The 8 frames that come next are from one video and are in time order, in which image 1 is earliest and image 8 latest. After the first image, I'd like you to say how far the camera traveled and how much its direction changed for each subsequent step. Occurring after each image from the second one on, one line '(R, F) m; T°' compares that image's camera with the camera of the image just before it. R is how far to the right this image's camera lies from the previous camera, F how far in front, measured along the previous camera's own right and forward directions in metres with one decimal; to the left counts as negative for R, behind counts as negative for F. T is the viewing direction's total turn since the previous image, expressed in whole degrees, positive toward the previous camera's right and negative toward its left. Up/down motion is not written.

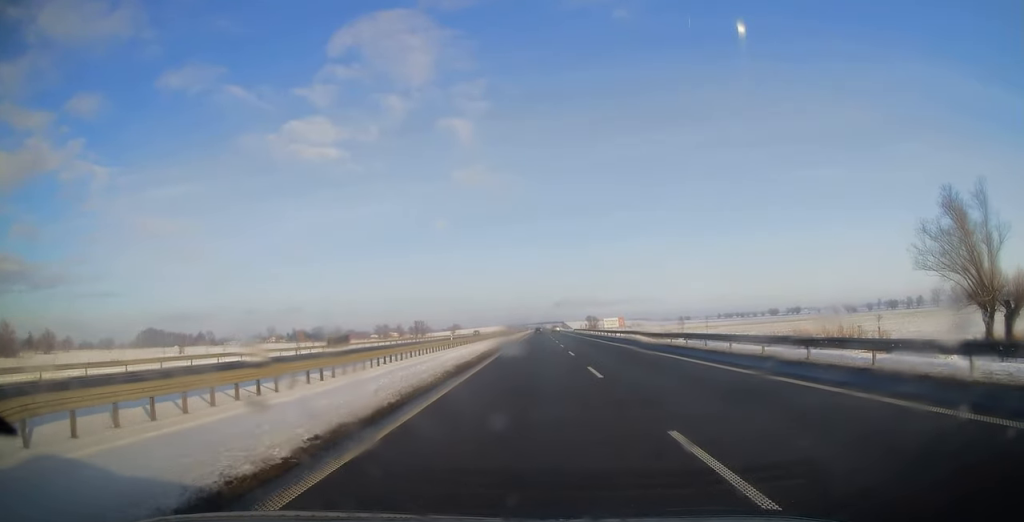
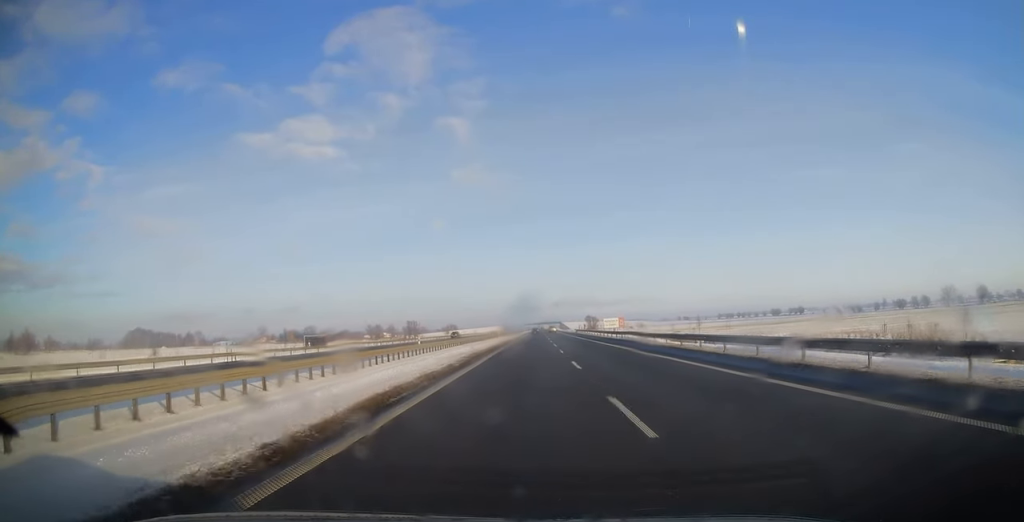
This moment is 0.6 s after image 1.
(-0.3, +20.3) m; +1°
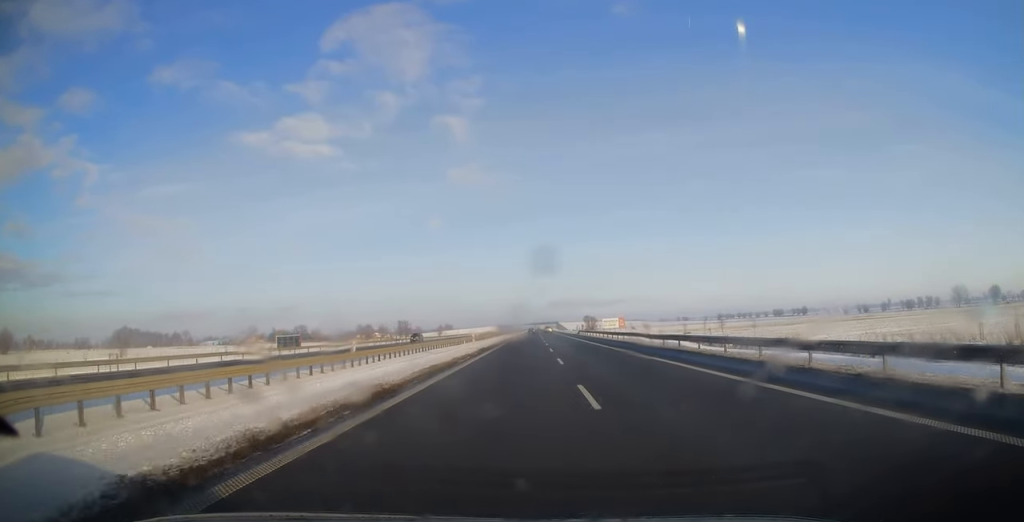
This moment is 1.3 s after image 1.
(+0.4, +21.3) m; +1°
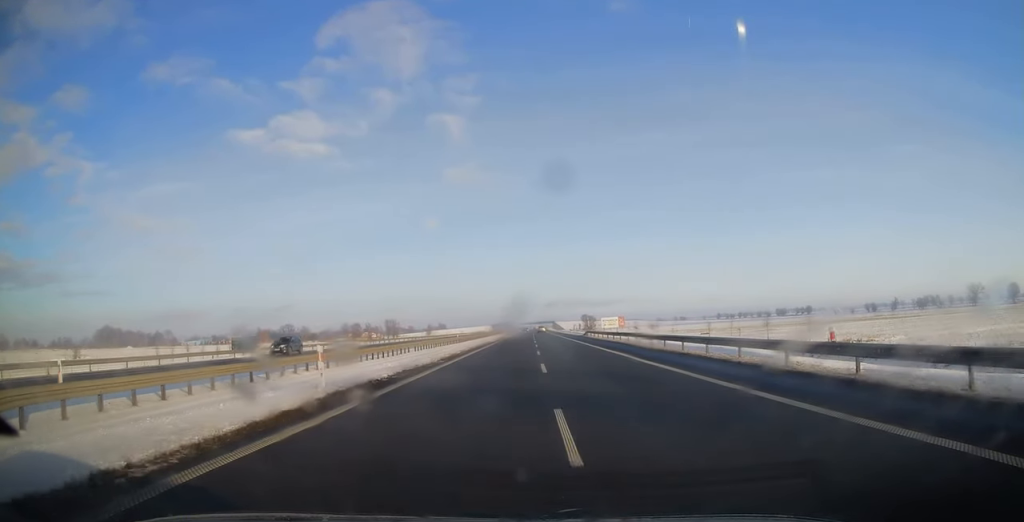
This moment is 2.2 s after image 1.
(+0.2, +27.7) m; 0°
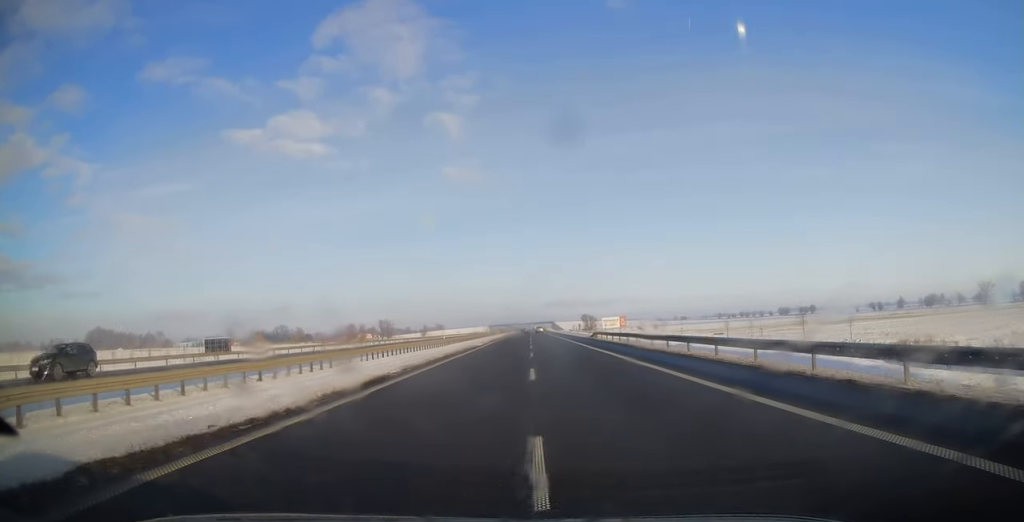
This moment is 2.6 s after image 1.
(-0.1, +14.4) m; 0°
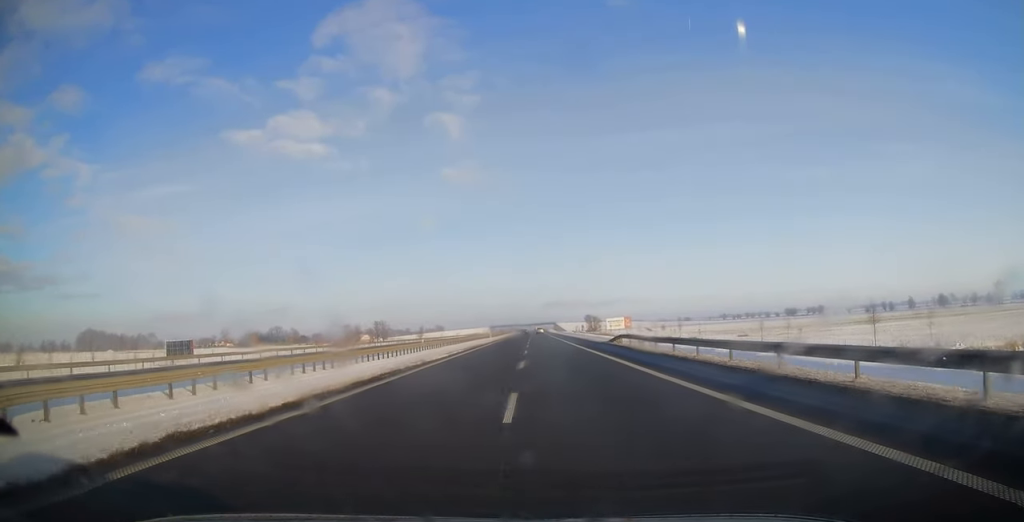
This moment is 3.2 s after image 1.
(0.0, +18.7) m; 0°
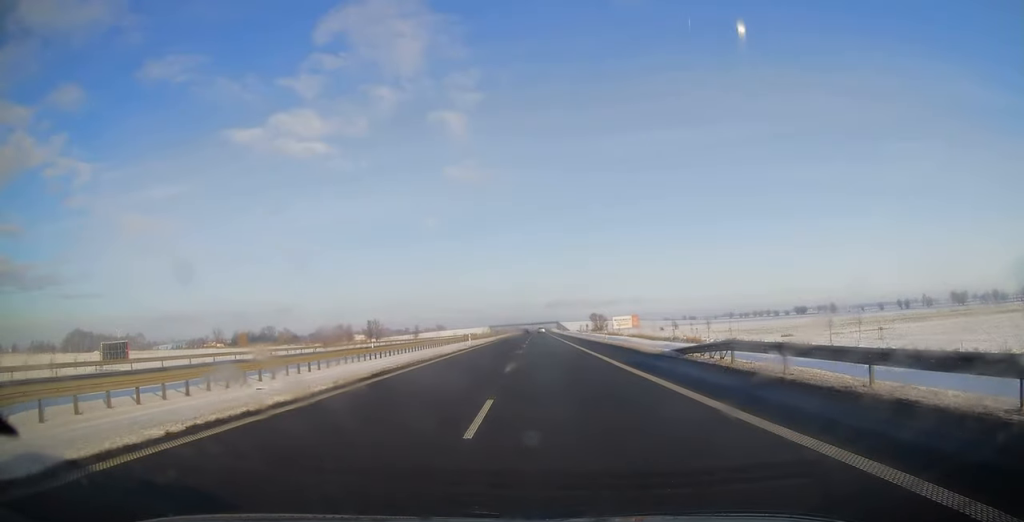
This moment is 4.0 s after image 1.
(0.0, +25.1) m; 0°
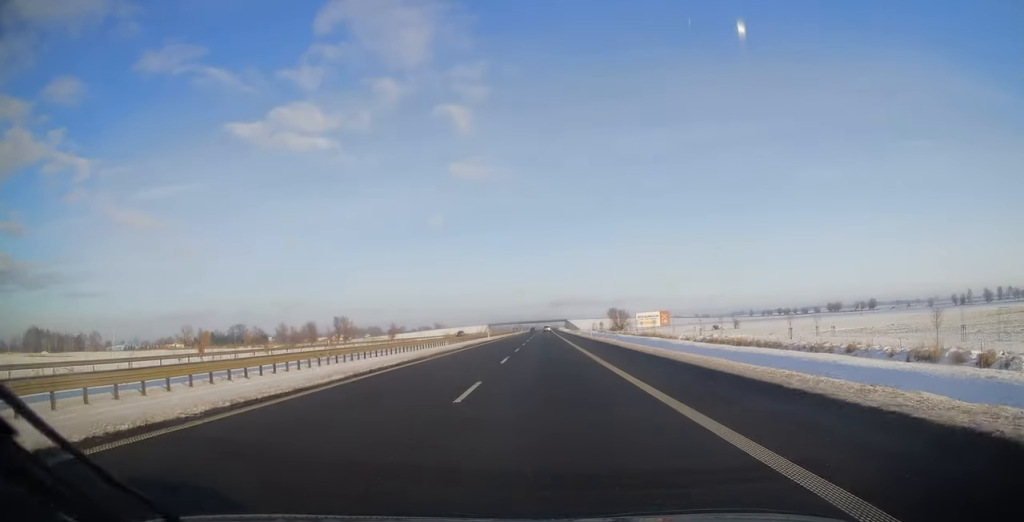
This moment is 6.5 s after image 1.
(+0.6, +80.1) m; -1°
